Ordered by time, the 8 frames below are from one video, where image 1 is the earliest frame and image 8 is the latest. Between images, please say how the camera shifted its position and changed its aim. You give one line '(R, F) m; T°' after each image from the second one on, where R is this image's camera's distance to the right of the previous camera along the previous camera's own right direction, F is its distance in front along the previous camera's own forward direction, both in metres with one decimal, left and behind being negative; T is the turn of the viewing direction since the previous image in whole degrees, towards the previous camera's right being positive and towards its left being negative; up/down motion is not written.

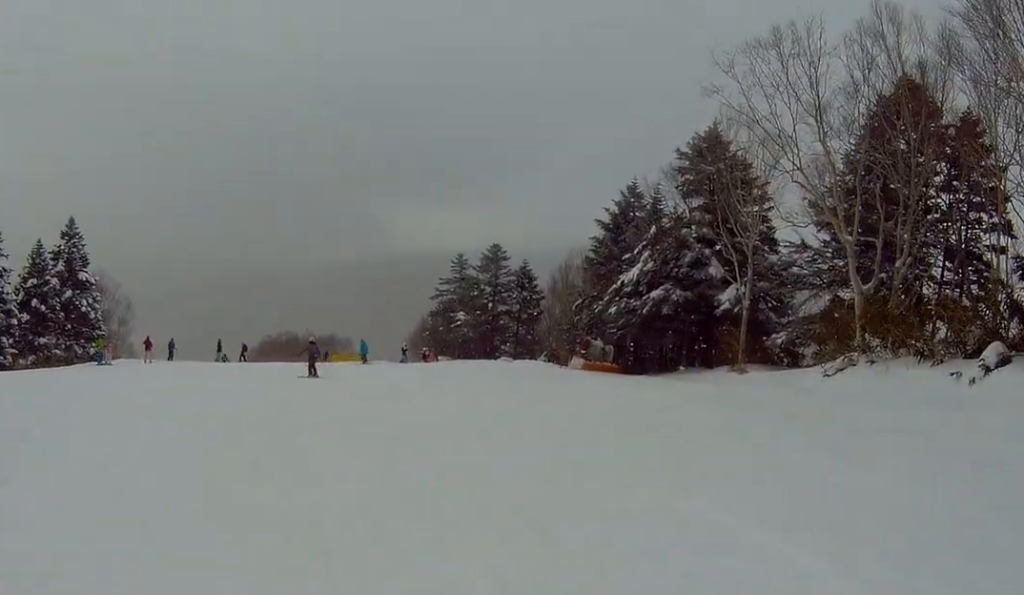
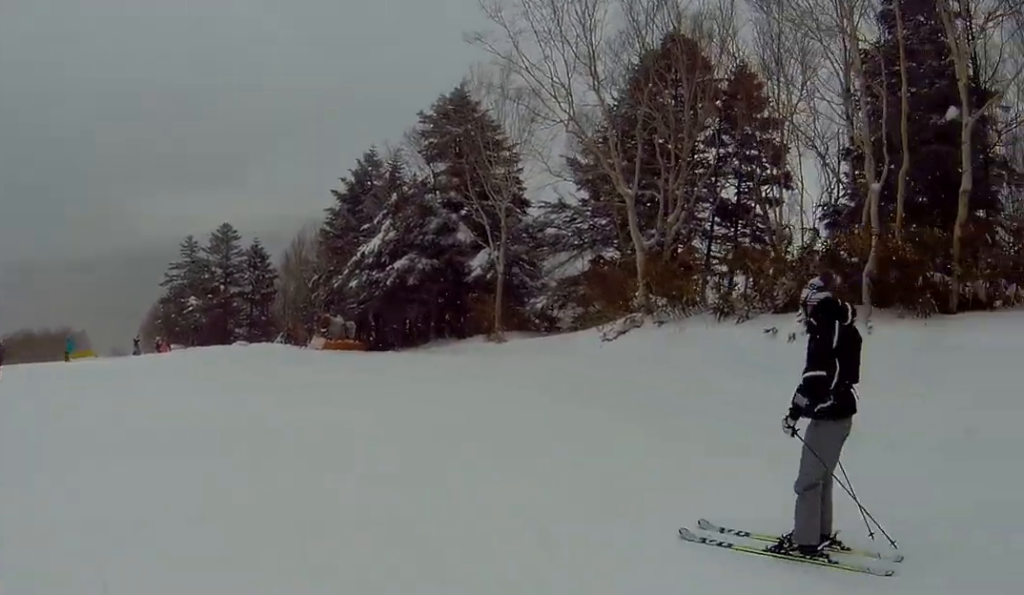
(+0.5, +3.5) m; +6°
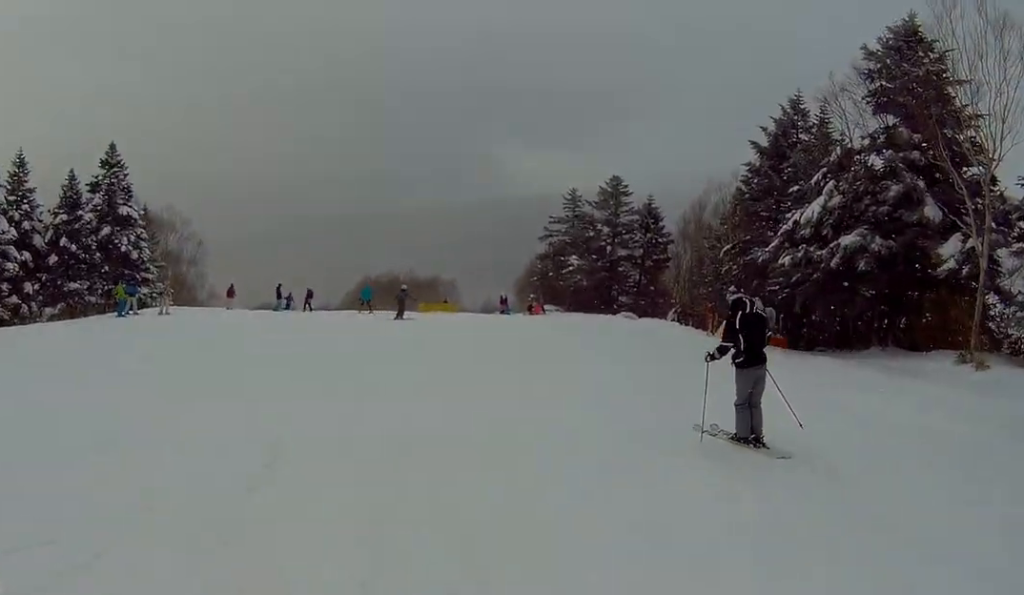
(-3.3, +11.2) m; -23°
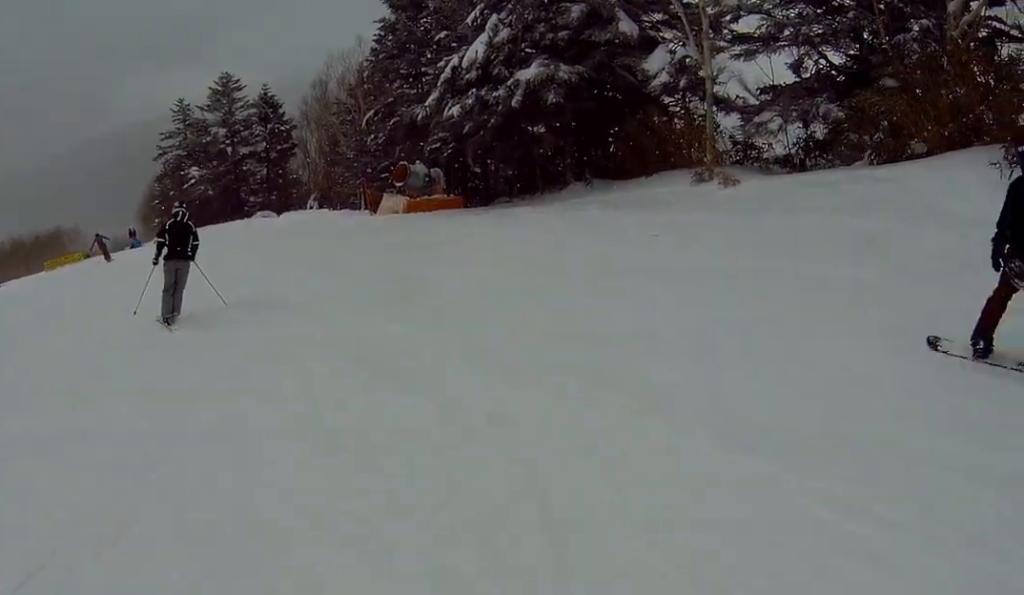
(+1.2, +6.4) m; +10°
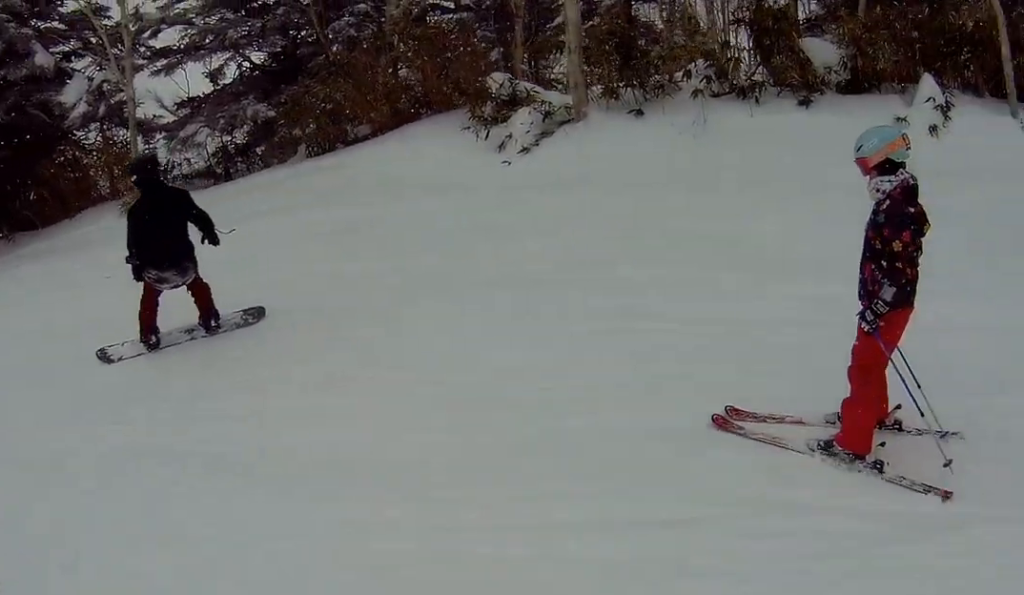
(+0.1, +2.8) m; +1°
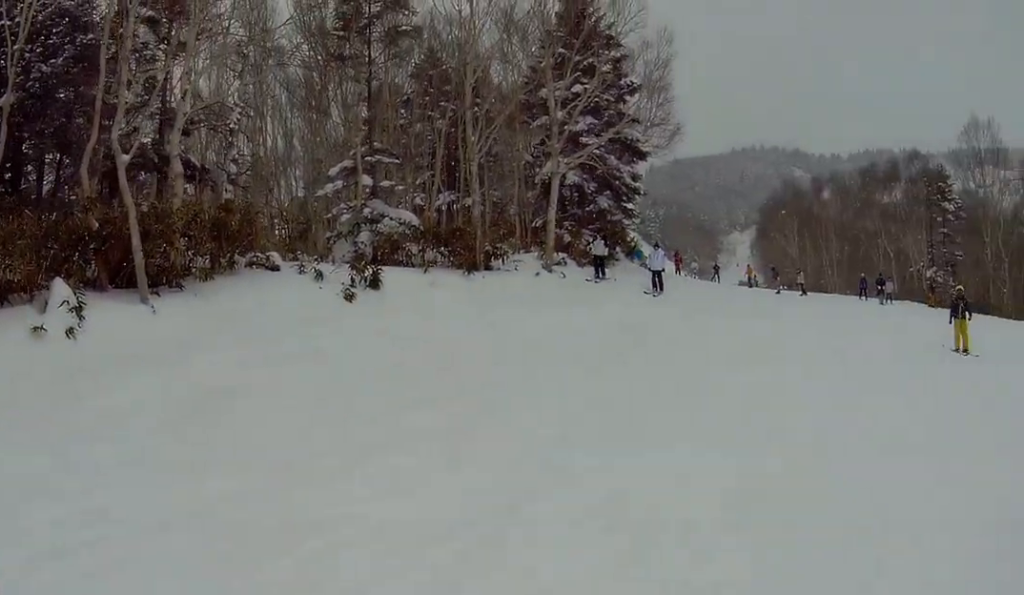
(-0.7, +4.0) m; +3°
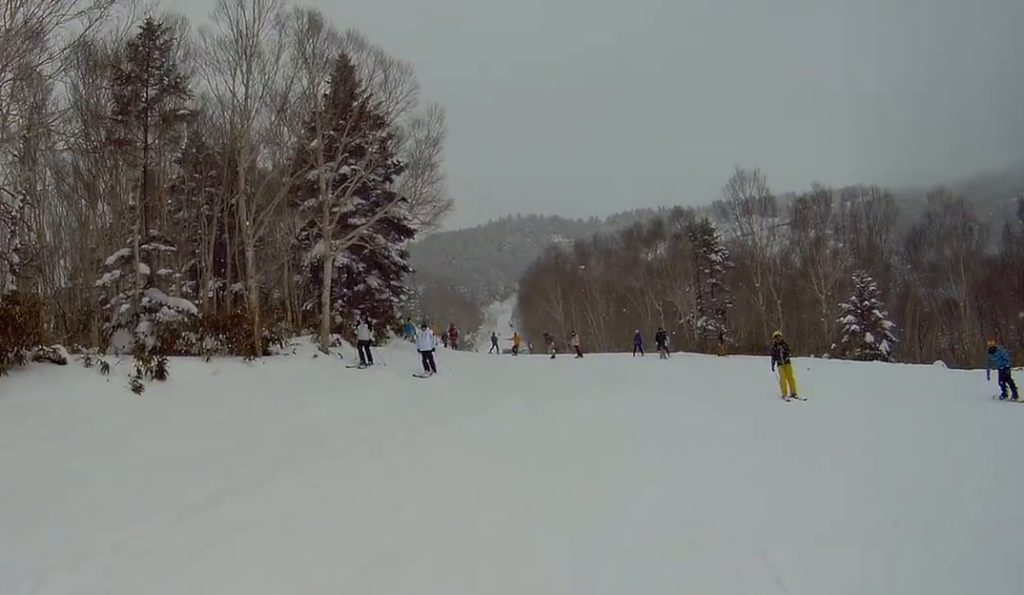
(+0.9, +2.4) m; 0°
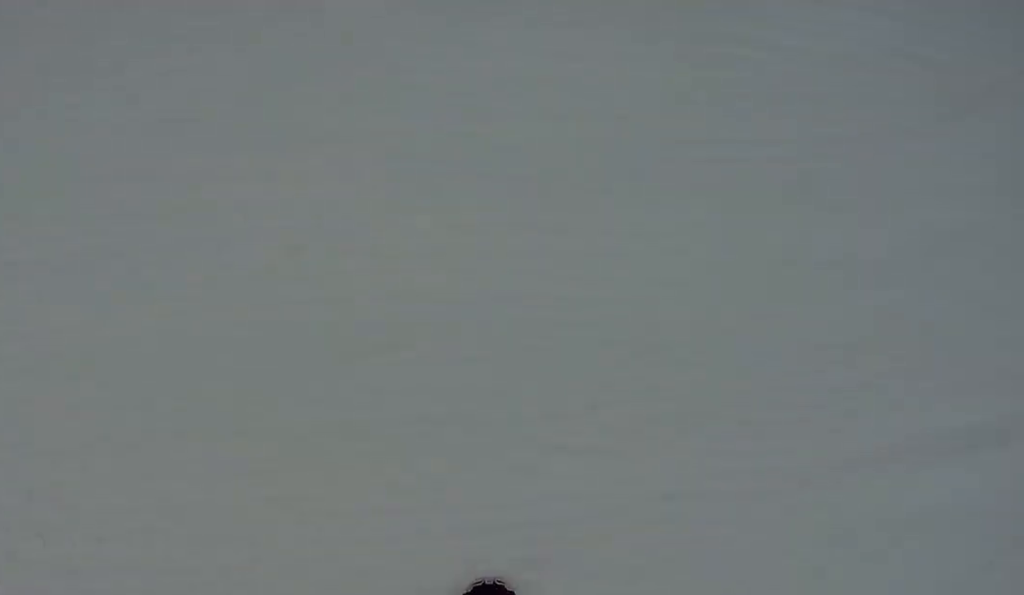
(-1.1, +6.0) m; -4°
